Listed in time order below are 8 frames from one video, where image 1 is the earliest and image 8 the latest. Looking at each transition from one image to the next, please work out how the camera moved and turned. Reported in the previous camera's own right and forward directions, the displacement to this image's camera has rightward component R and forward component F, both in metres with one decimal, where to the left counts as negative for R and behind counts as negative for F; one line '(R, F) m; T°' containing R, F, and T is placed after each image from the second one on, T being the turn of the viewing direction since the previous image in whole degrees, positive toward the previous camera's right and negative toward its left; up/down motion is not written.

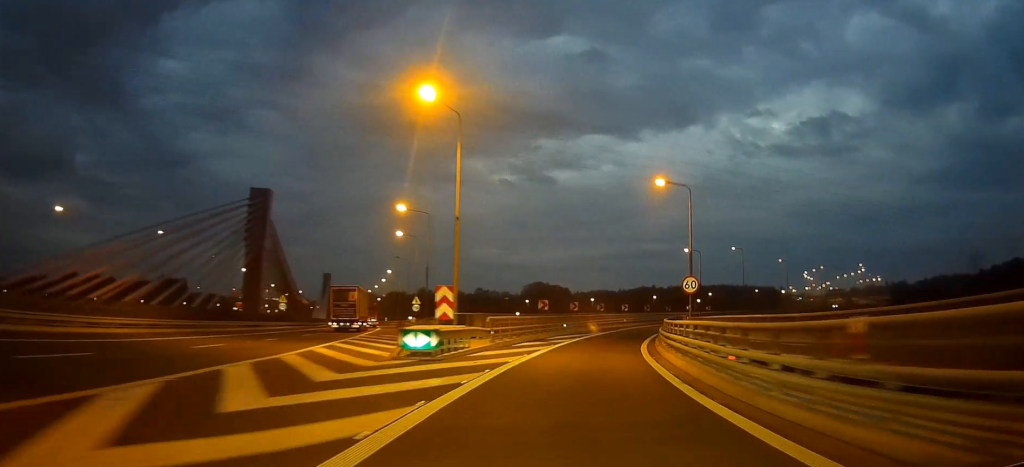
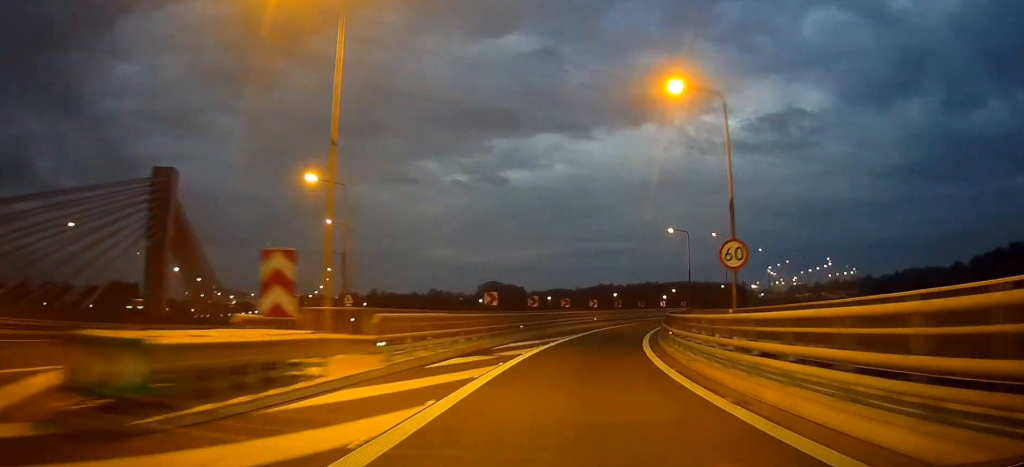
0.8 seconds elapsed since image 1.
(+0.3, +12.4) m; +4°
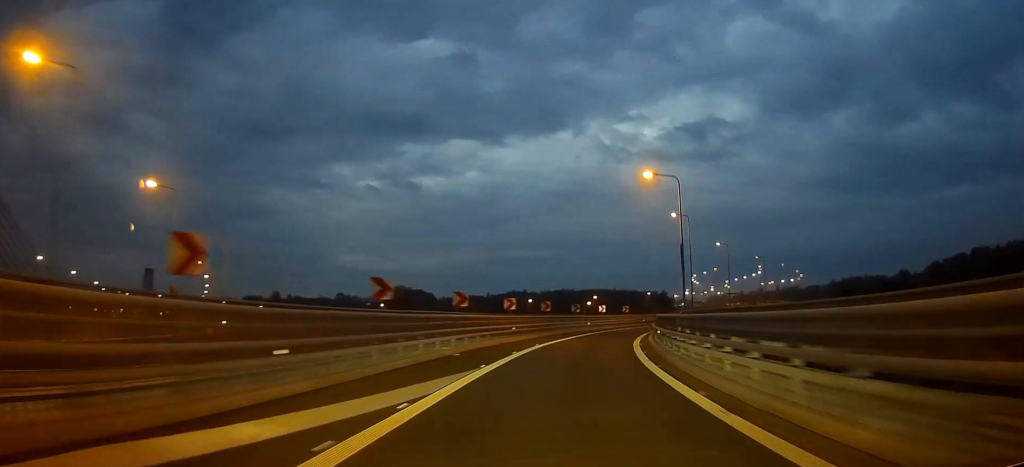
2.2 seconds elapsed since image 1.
(+1.7, +22.4) m; +8°
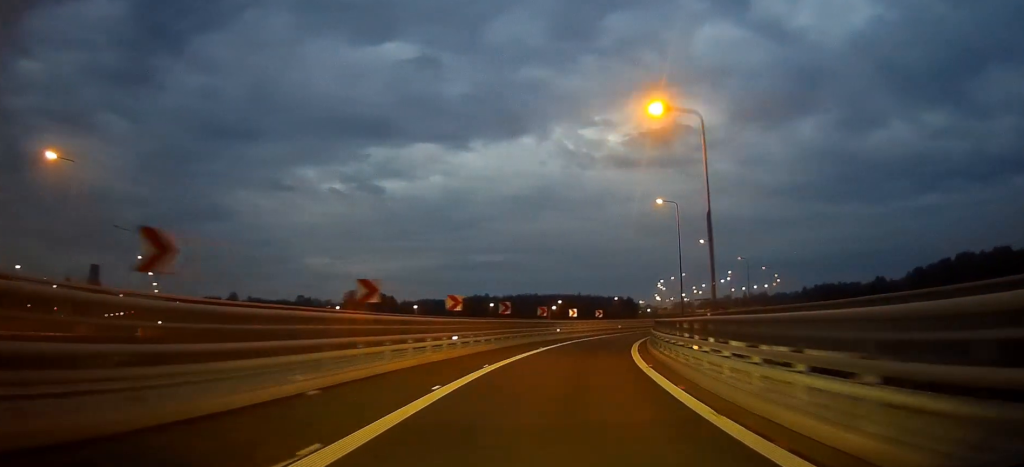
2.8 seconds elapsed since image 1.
(+0.2, +10.3) m; +4°
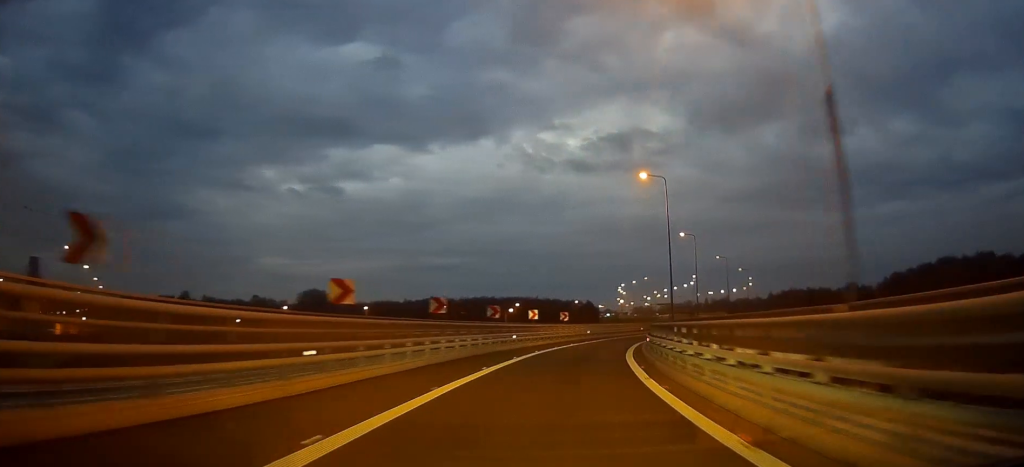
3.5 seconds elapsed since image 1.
(+0.5, +11.0) m; +3°
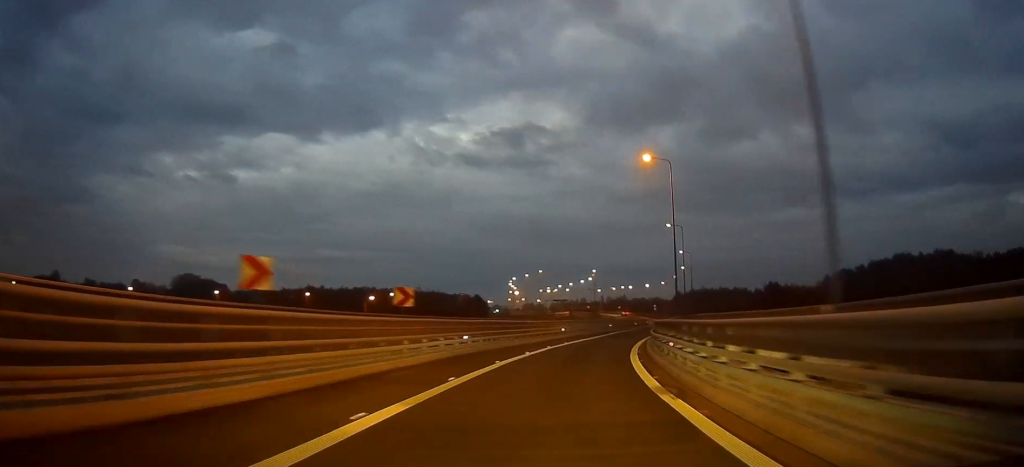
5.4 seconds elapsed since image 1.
(+2.4, +32.6) m; +8°
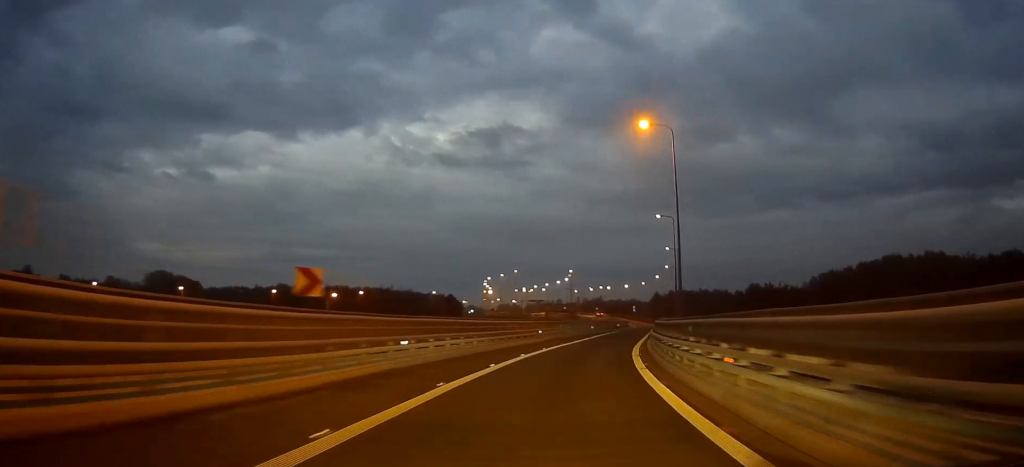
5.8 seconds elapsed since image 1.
(0.0, +7.1) m; +2°
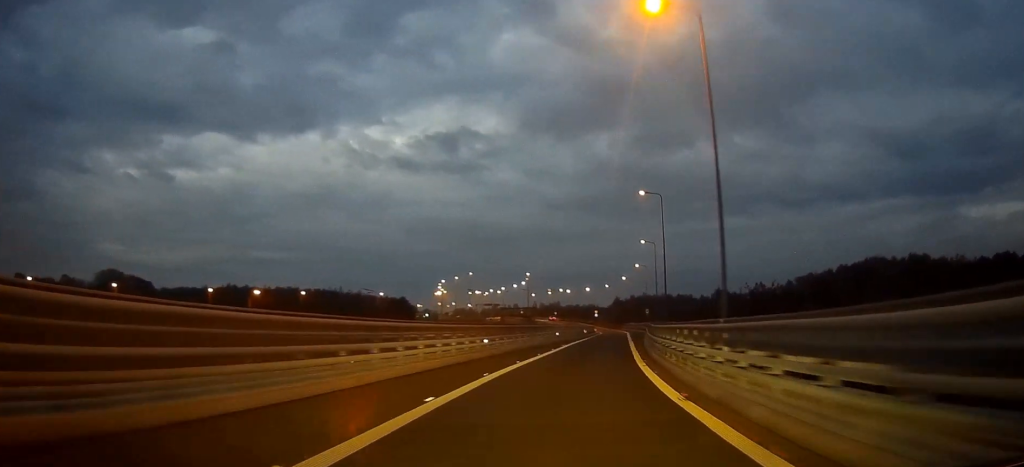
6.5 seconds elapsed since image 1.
(+0.5, +13.4) m; +4°
